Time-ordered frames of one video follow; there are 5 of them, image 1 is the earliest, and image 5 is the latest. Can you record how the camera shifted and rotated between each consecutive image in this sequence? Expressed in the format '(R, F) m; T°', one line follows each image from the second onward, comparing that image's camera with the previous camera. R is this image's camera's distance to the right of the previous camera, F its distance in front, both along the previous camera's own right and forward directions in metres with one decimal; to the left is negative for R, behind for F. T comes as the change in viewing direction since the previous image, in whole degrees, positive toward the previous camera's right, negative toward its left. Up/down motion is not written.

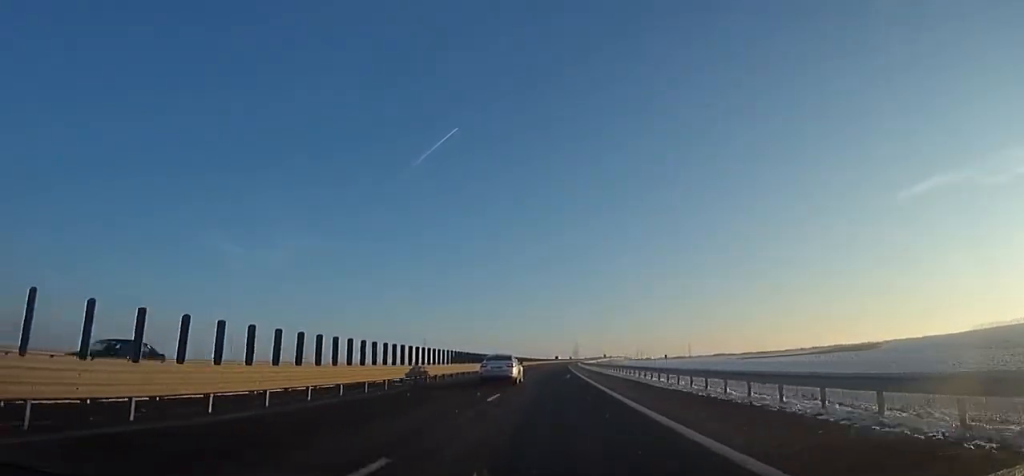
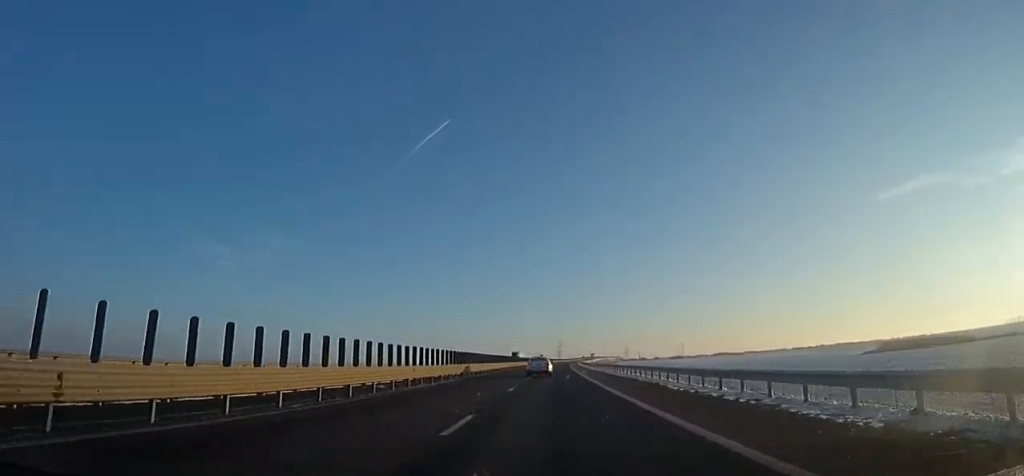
(+1.3, +103.3) m; +2°
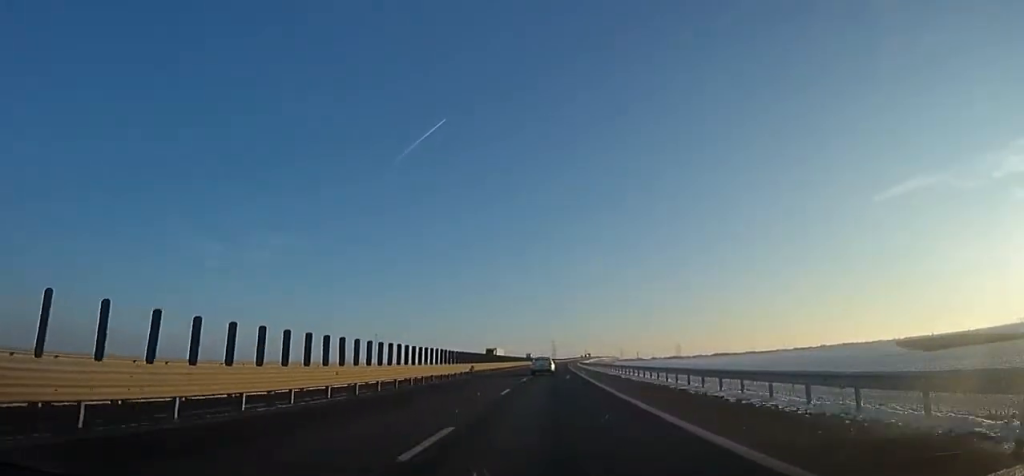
(+0.2, +26.4) m; +1°
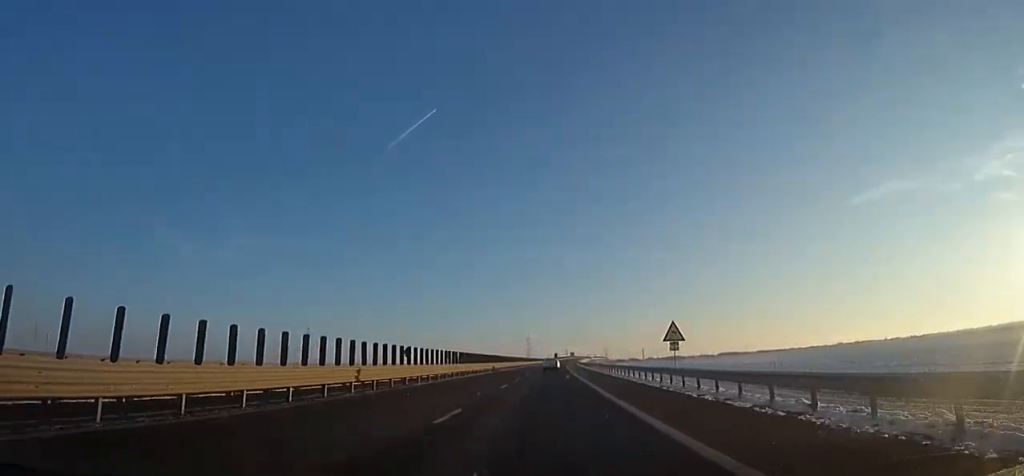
(+4.3, +140.4) m; +2°
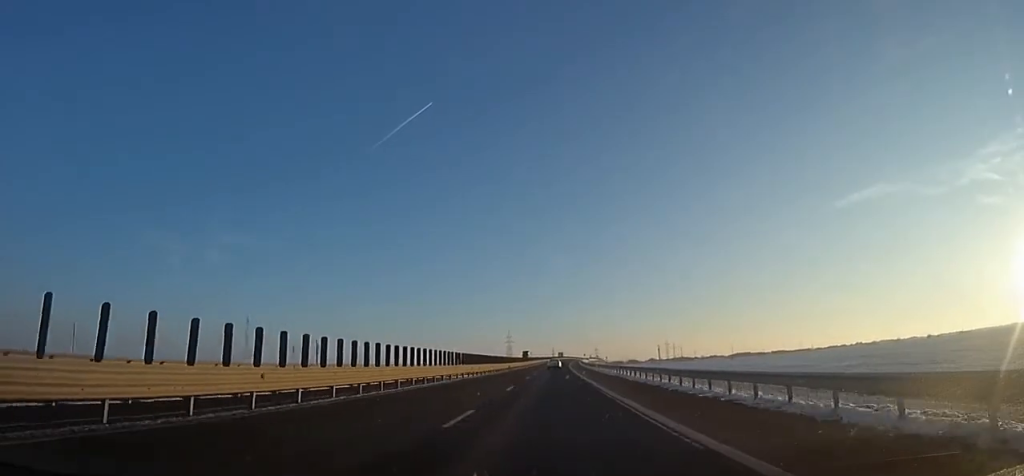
(+1.1, +96.2) m; +2°
